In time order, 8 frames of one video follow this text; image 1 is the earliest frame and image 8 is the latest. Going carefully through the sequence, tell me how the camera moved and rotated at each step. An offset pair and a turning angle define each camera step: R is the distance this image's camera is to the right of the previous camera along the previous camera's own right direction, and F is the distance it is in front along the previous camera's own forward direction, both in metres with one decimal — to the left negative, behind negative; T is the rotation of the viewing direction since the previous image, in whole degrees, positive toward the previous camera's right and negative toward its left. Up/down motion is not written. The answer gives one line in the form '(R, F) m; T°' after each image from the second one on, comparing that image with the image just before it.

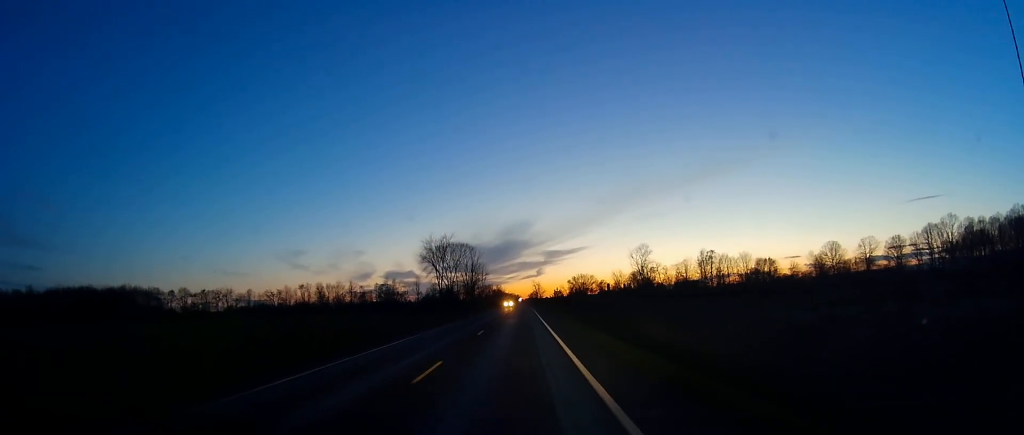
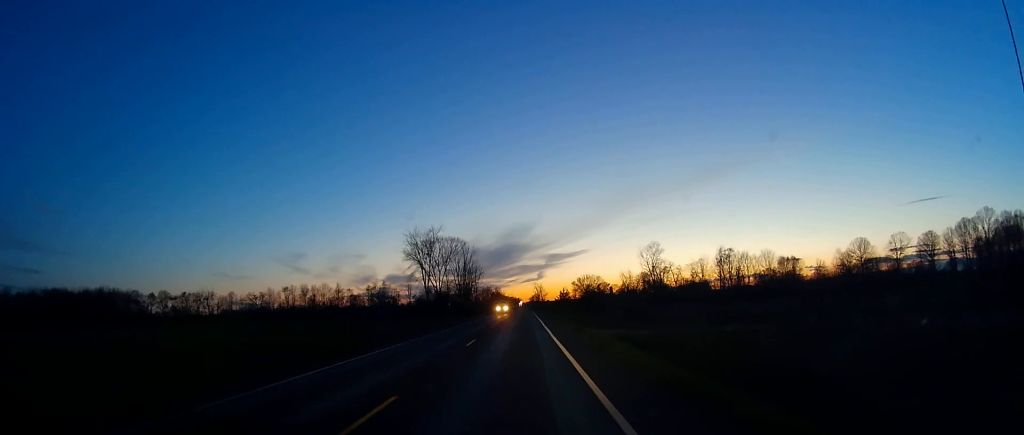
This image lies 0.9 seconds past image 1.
(0.0, +21.3) m; +2°
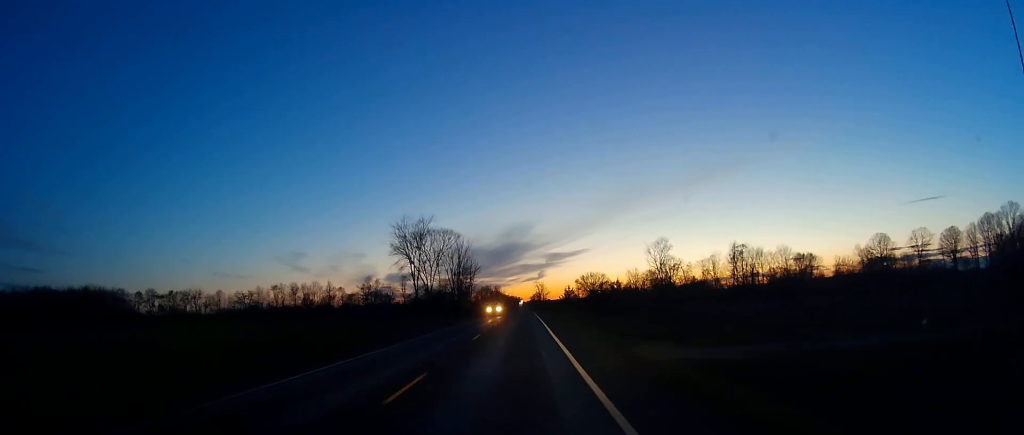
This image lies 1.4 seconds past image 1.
(+0.4, +13.1) m; 0°
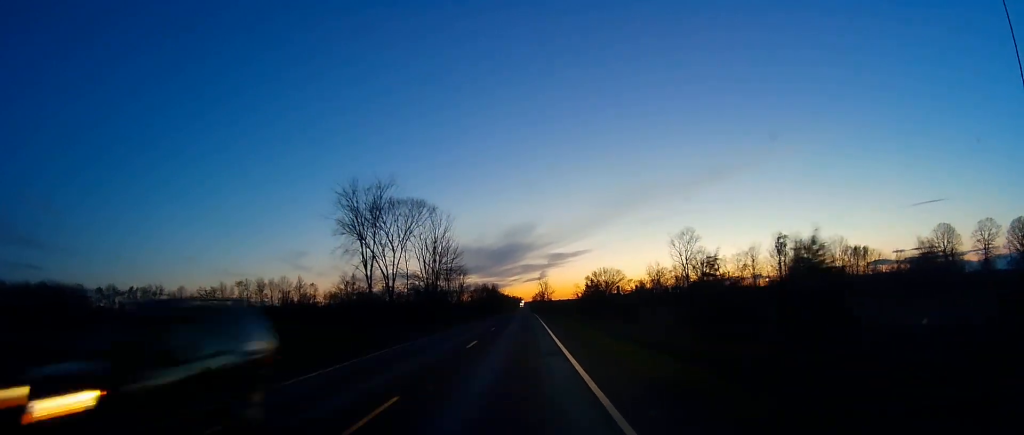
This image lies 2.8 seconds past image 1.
(-0.3, +35.4) m; -2°
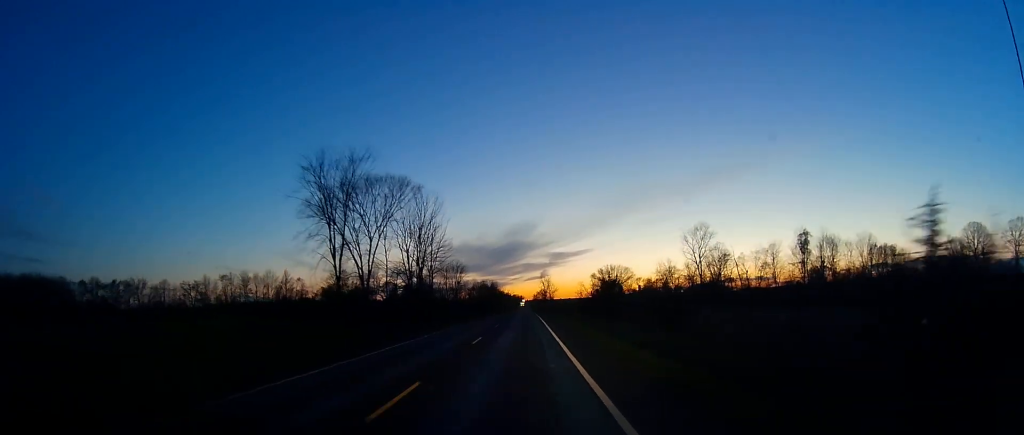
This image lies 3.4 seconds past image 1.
(-0.1, +14.1) m; 0°
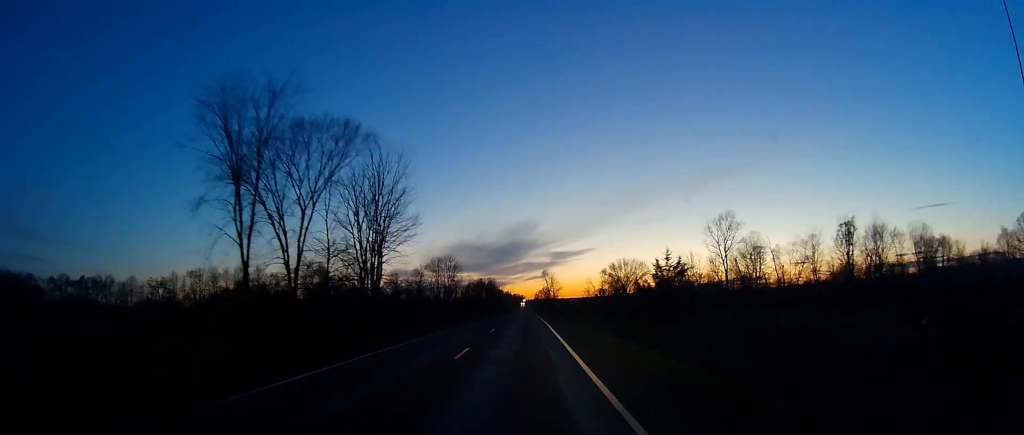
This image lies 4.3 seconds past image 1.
(0.0, +23.3) m; 0°
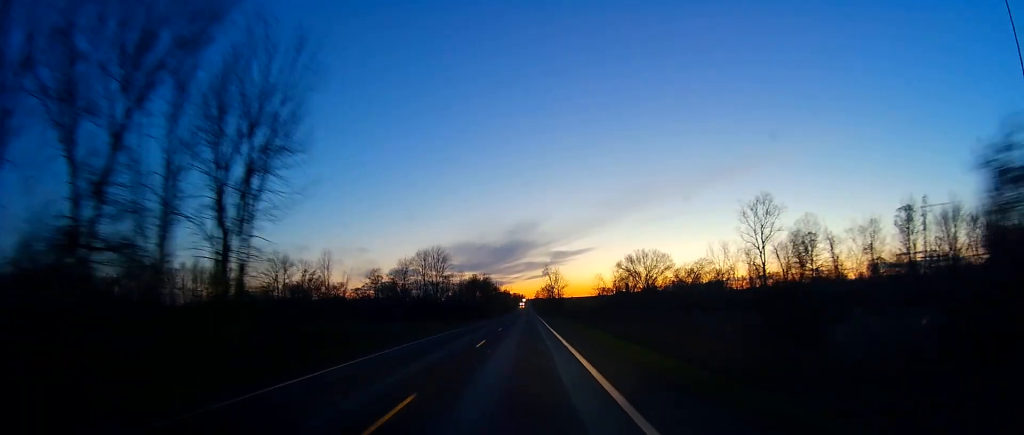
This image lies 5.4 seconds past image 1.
(0.0, +26.6) m; 0°
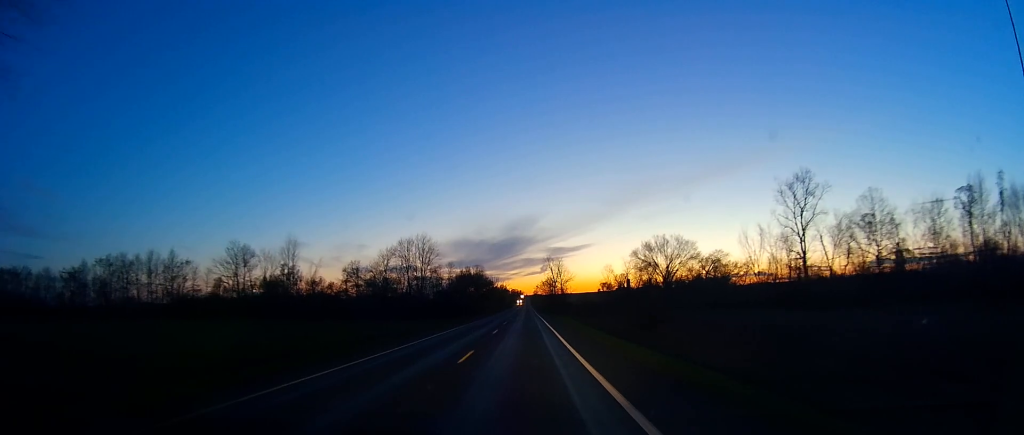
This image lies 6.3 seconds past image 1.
(0.0, +21.6) m; -1°
